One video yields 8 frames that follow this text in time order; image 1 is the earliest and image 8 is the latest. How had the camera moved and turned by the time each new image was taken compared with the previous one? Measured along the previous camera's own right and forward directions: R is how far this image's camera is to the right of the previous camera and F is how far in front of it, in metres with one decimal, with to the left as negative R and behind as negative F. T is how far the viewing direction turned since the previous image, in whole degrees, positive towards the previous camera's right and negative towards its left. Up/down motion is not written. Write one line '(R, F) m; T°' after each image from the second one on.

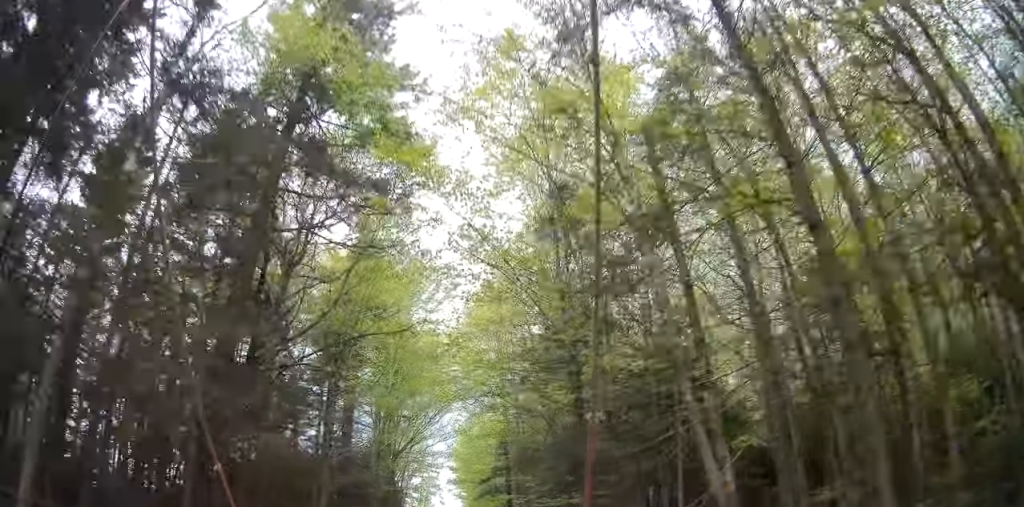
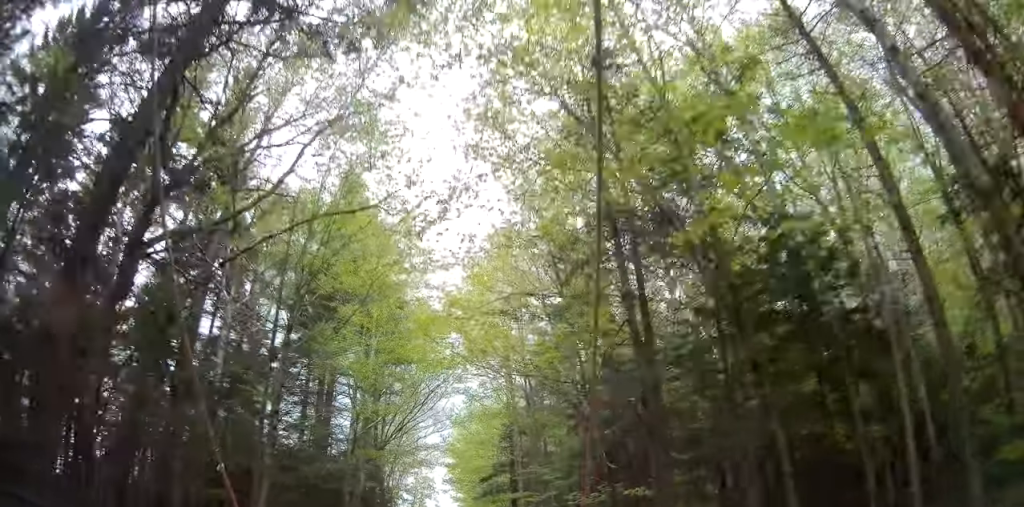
(0.0, +6.3) m; +1°
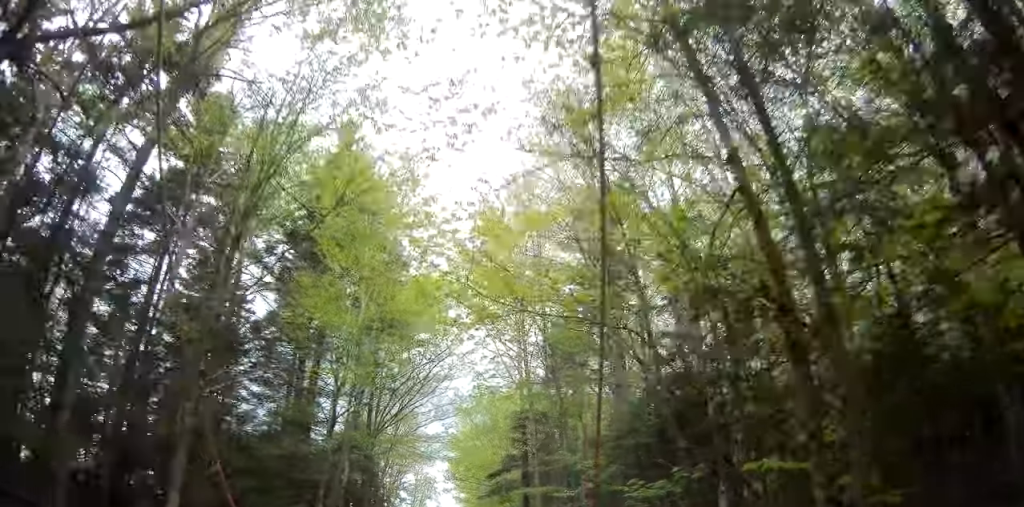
(+0.1, +5.1) m; +1°
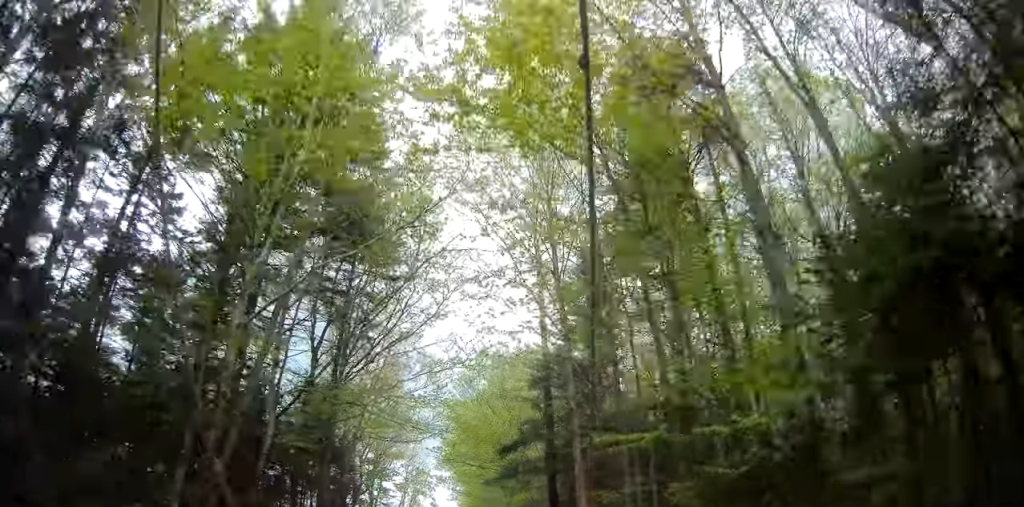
(+0.2, +10.2) m; +2°
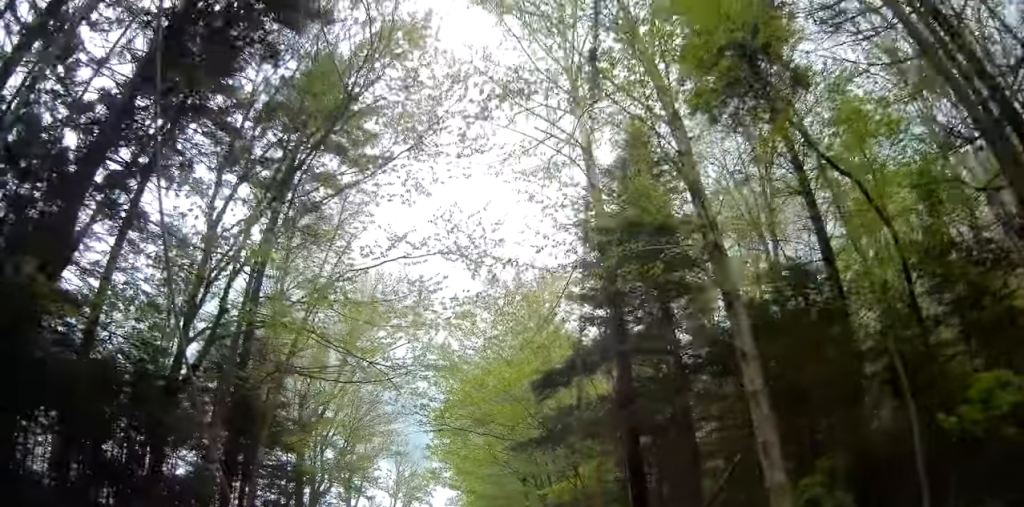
(0.0, +12.0) m; -1°
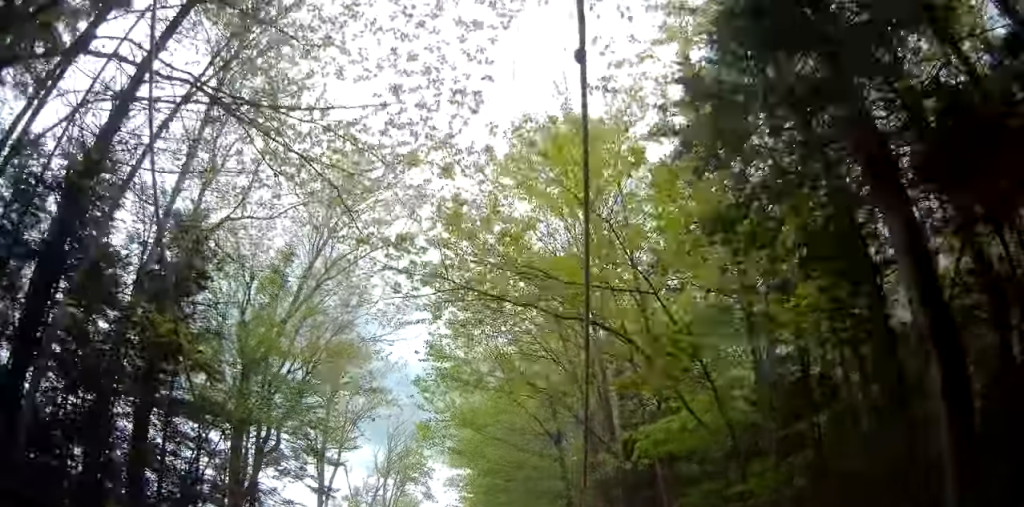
(-0.2, +9.6) m; -4°
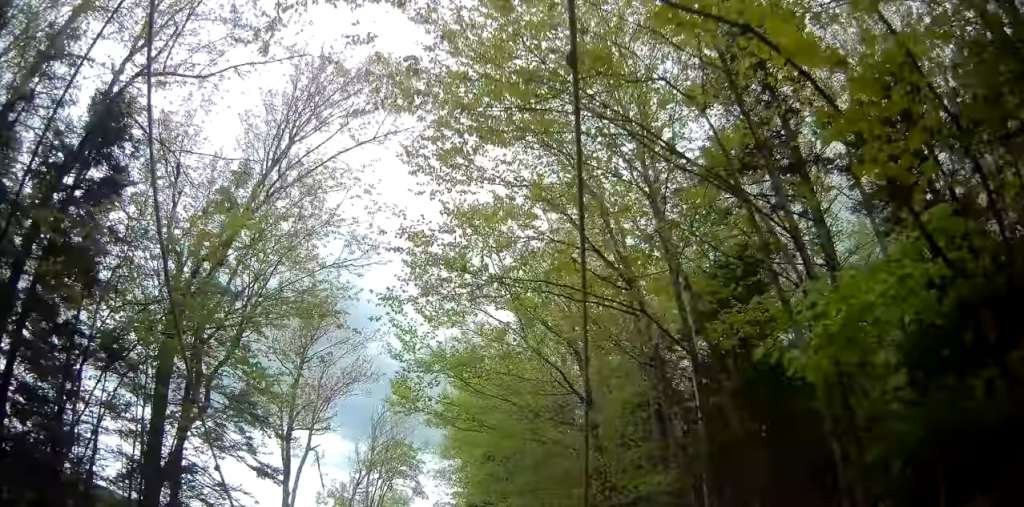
(-0.2, +5.2) m; 0°
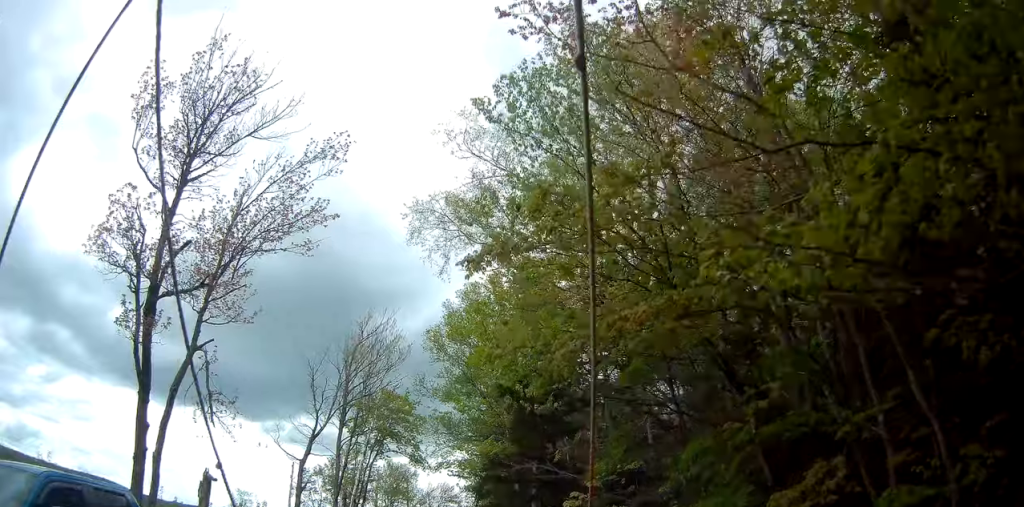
(+0.6, +12.0) m; +6°
